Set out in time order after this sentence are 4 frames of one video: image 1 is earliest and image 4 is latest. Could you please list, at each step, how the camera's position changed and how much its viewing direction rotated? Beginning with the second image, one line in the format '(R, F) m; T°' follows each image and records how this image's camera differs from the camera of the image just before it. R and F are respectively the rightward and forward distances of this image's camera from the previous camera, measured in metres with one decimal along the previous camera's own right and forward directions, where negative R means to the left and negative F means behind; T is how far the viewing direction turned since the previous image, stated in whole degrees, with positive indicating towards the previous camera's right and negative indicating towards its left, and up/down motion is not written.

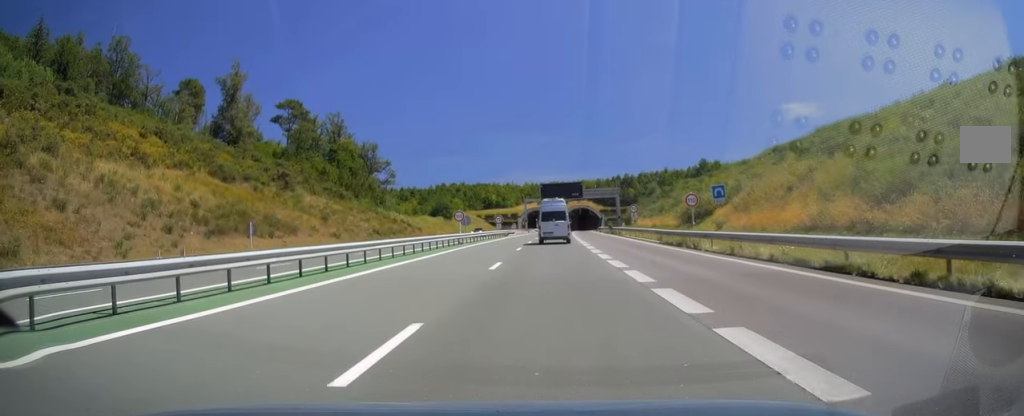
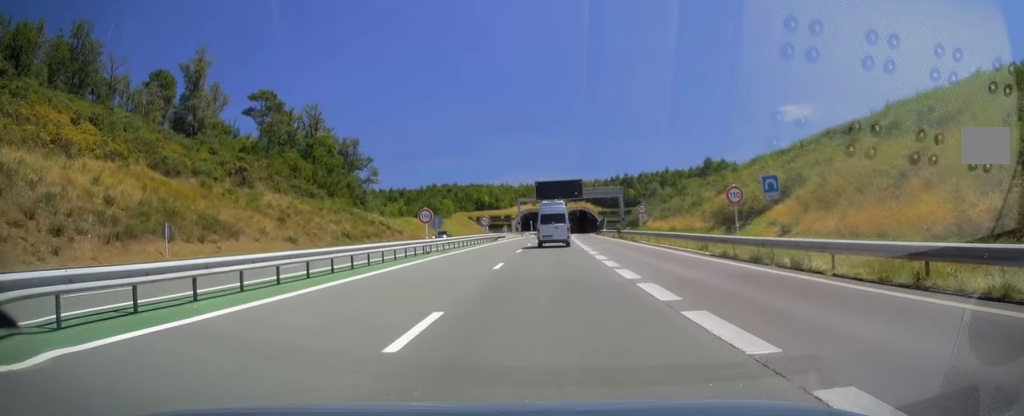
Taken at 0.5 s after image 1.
(-0.3, +11.1) m; 0°
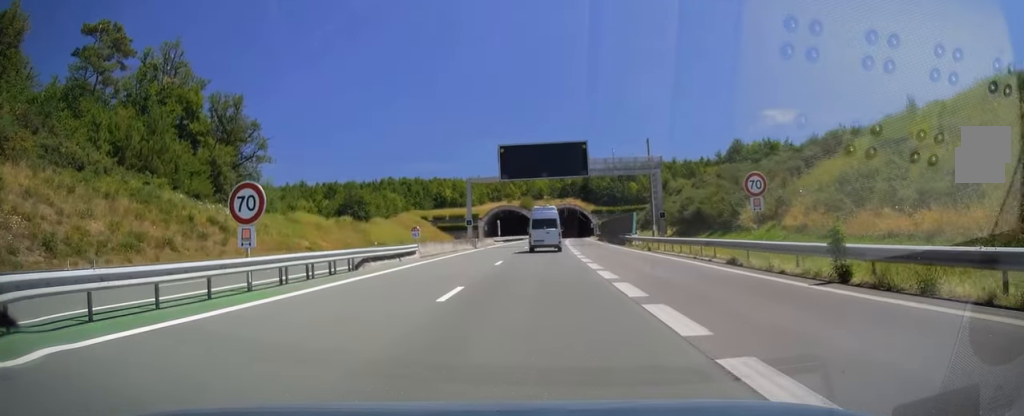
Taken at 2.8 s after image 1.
(+1.1, +44.5) m; +3°
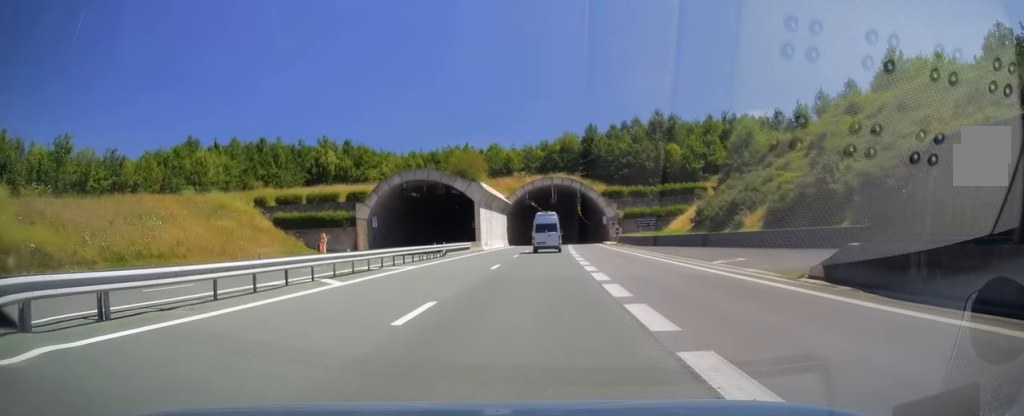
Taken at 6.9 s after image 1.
(+0.1, +76.7) m; +2°
